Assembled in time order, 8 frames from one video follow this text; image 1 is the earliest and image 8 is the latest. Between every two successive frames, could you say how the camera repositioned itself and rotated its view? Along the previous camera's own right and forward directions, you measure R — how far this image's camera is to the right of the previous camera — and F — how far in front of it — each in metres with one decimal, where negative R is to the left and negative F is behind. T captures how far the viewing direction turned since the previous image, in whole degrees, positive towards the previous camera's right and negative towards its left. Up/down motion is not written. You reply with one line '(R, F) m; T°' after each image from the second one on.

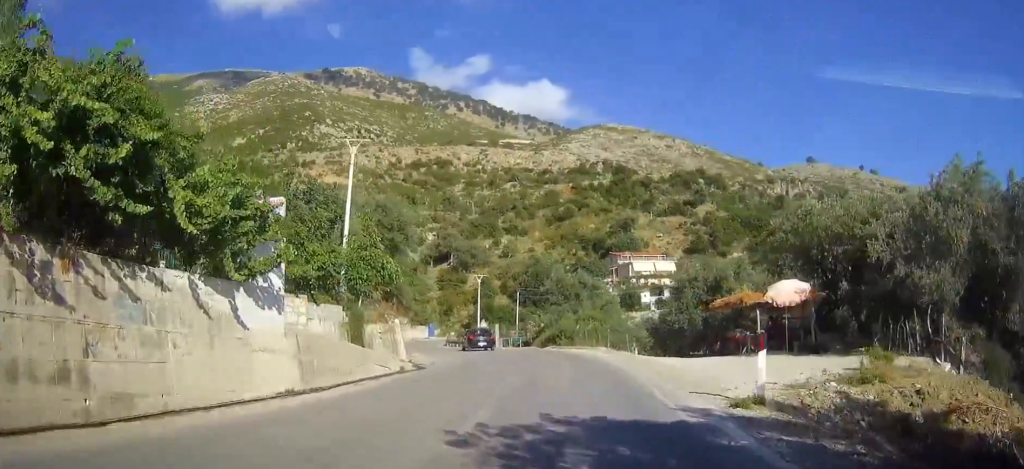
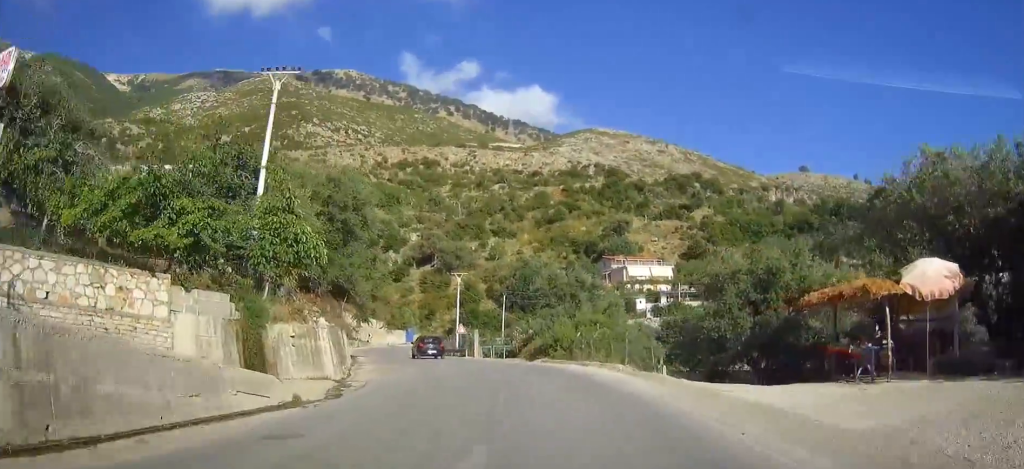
(+0.3, +9.6) m; +1°
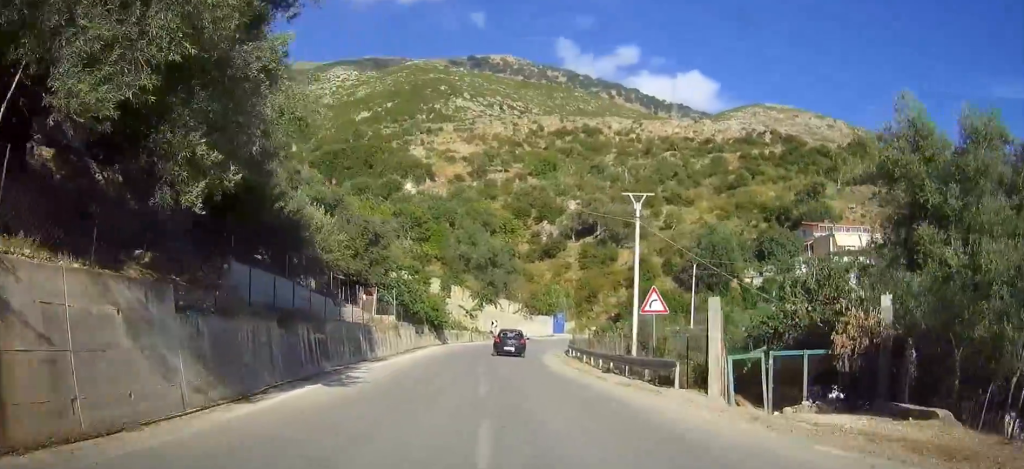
(-2.6, +32.4) m; -10°
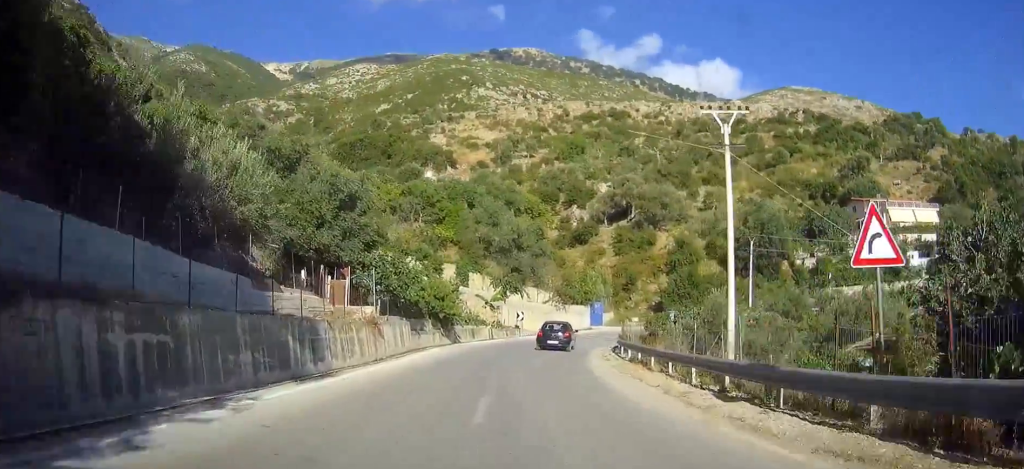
(-0.2, +10.7) m; -2°
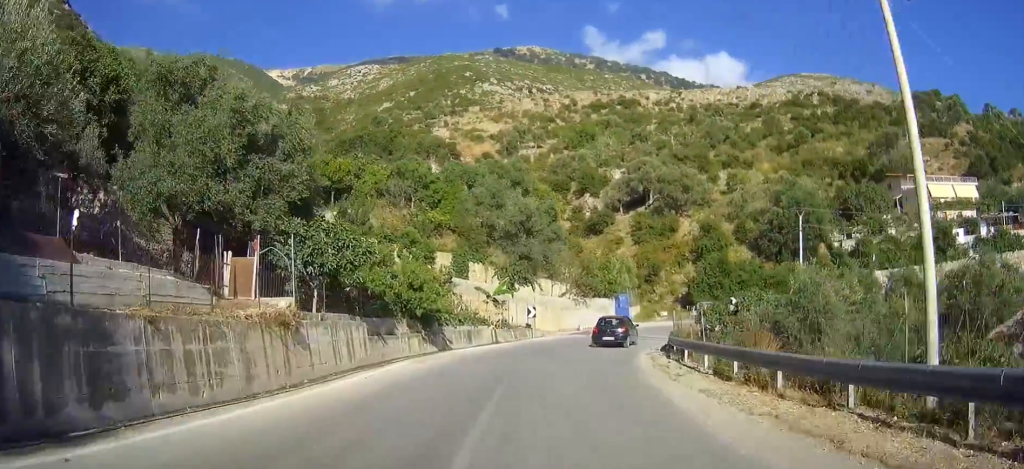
(-0.1, +9.8) m; -1°
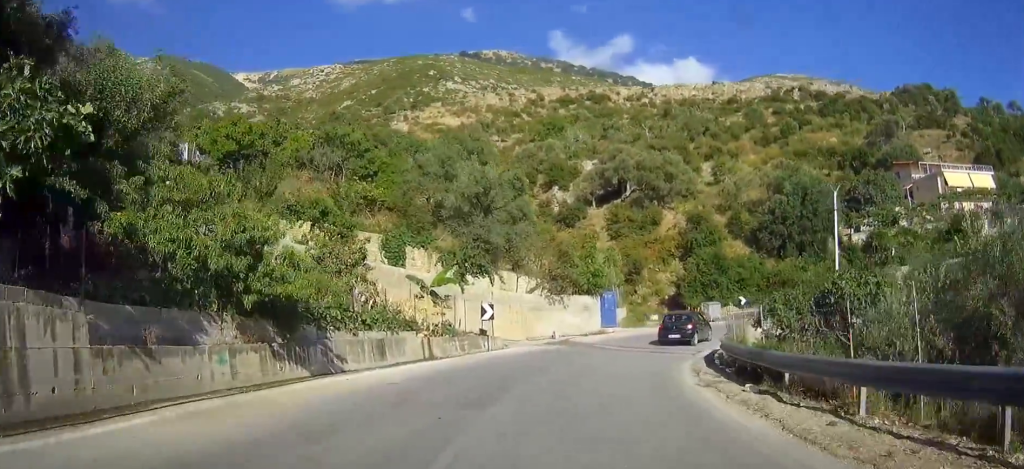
(-0.1, +12.2) m; +2°
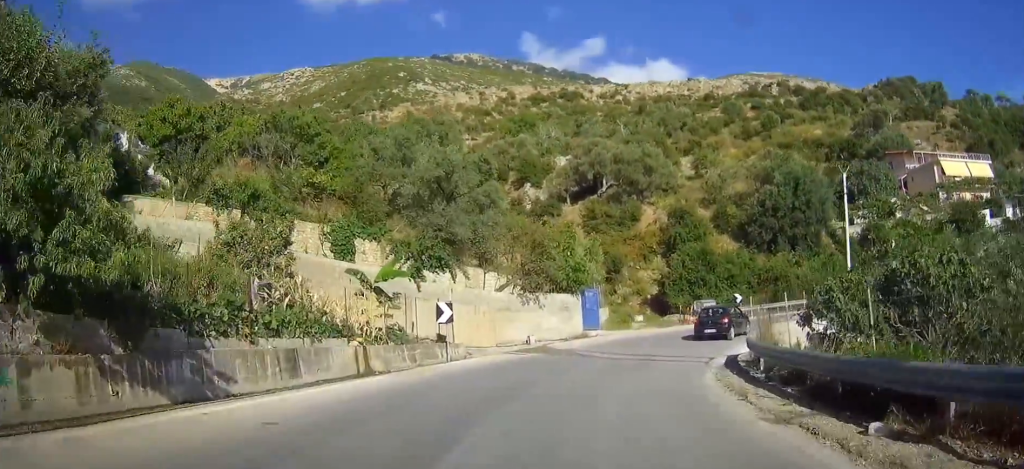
(-0.1, +5.6) m; +3°
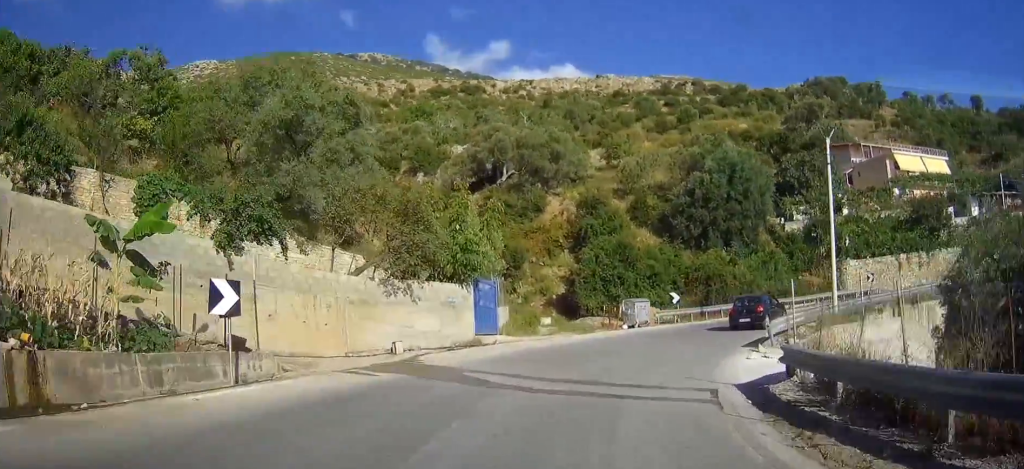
(+0.7, +9.9) m; +13°
